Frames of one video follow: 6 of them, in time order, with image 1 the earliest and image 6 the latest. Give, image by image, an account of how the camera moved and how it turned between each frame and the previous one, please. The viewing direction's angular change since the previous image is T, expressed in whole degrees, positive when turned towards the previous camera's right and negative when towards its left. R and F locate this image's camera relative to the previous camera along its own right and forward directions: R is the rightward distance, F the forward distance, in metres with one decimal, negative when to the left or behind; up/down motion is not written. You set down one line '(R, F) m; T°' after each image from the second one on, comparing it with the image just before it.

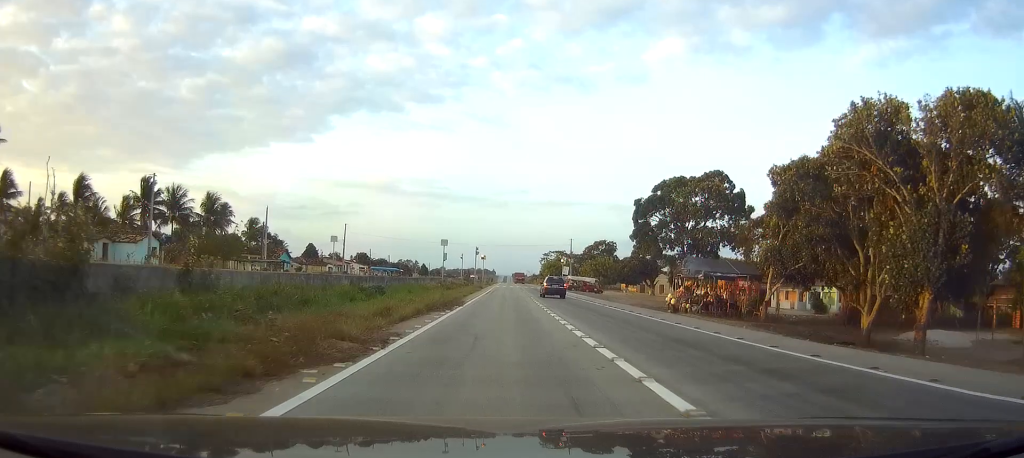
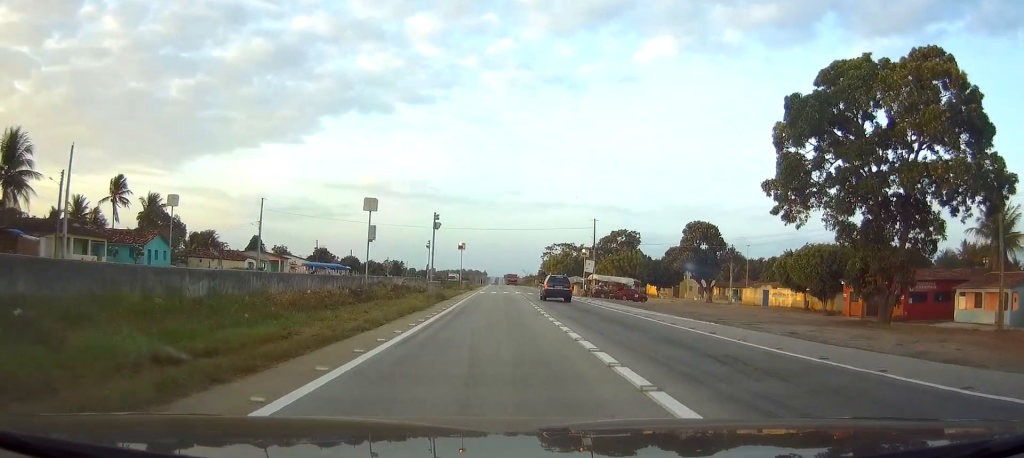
(0.0, +43.3) m; +1°
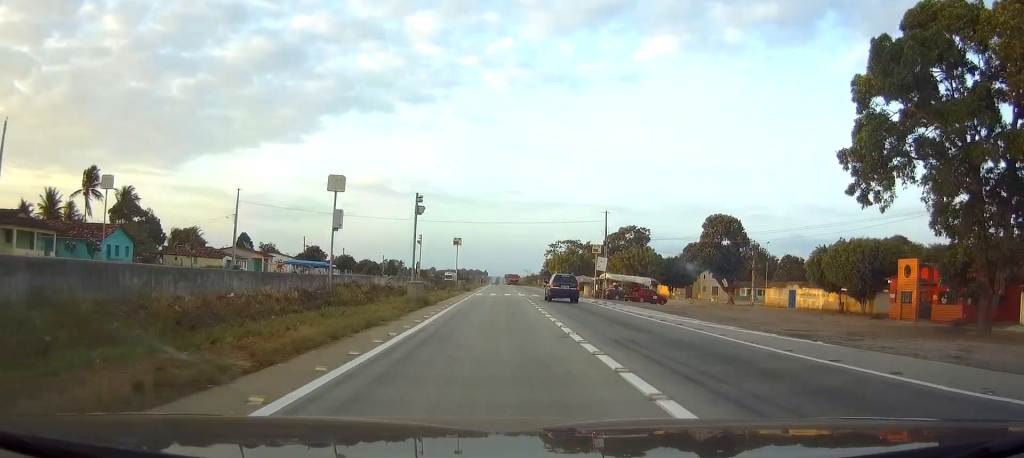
(0.0, +8.9) m; 0°
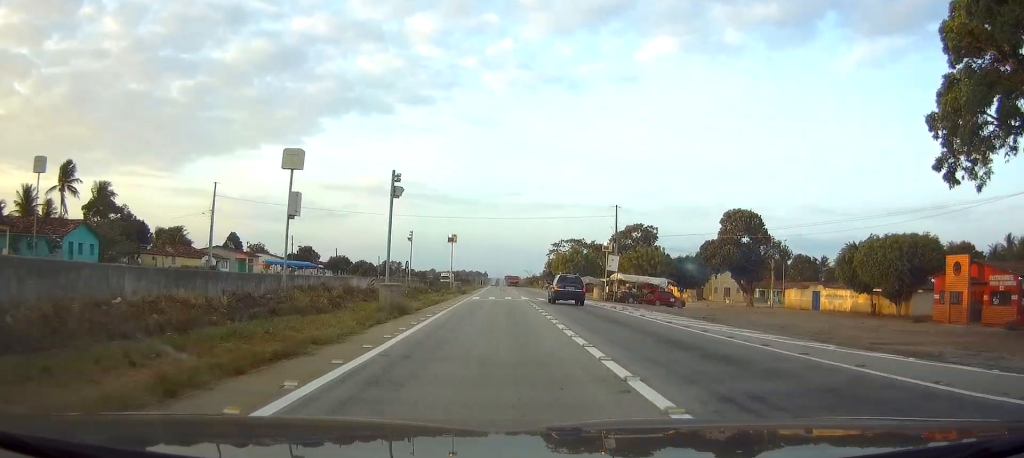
(0.0, +6.9) m; 0°
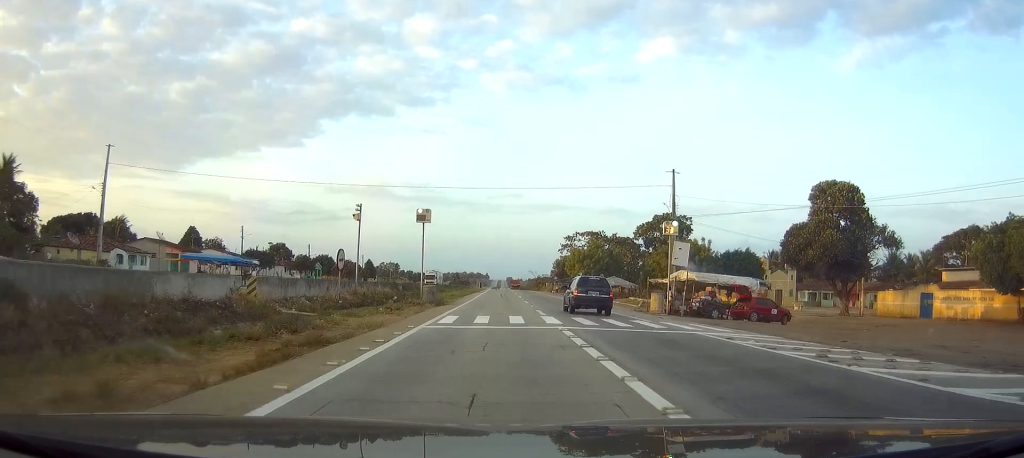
(-0.1, +22.4) m; -1°
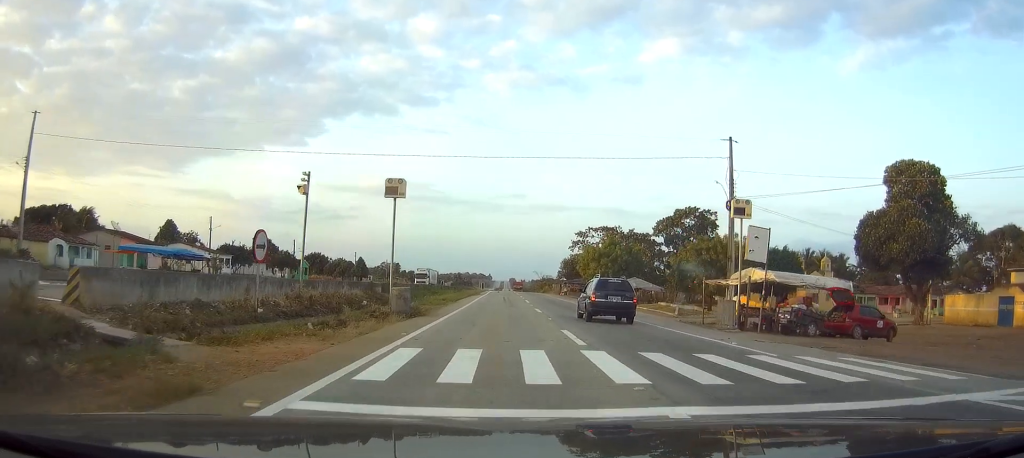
(-0.1, +11.1) m; 0°
